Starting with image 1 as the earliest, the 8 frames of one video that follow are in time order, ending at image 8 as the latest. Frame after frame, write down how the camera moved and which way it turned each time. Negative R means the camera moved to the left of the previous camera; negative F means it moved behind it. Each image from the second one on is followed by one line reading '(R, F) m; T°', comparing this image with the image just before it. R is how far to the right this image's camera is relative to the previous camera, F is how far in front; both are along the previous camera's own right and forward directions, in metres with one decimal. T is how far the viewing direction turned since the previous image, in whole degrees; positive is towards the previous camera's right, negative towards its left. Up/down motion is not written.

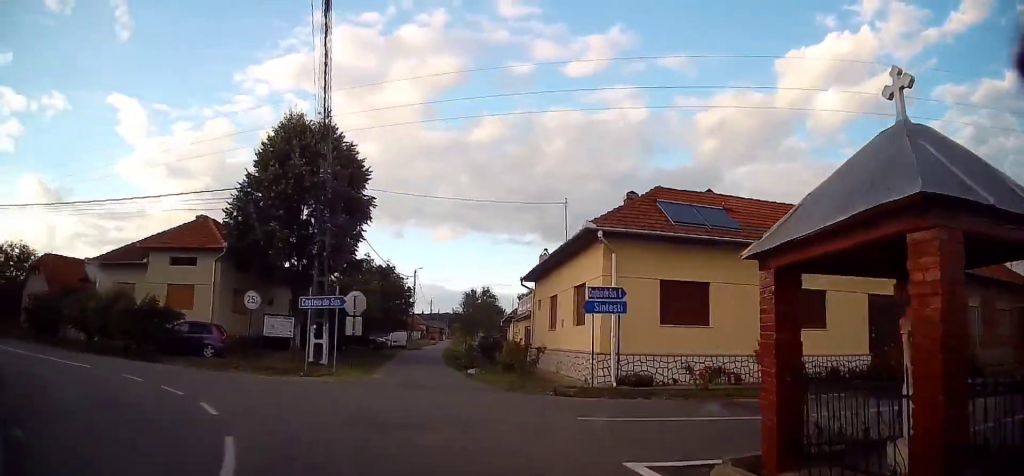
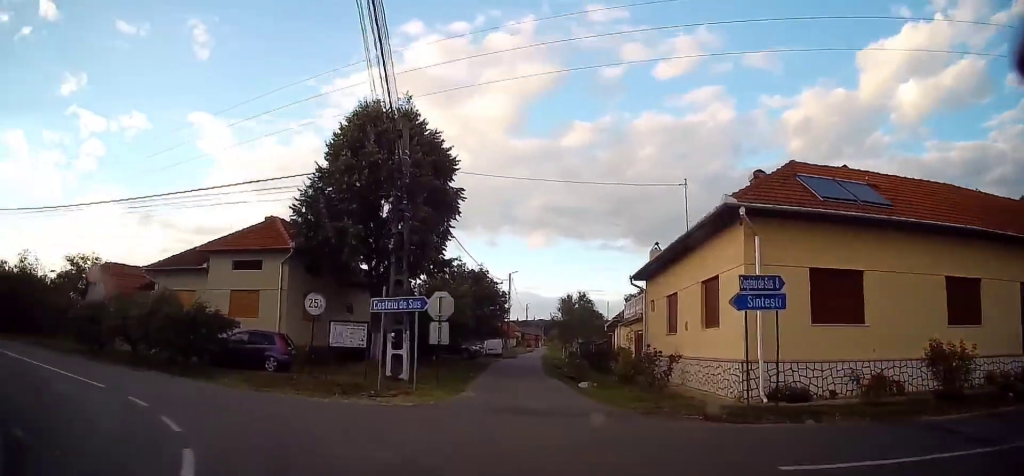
(-0.2, +3.7) m; -10°
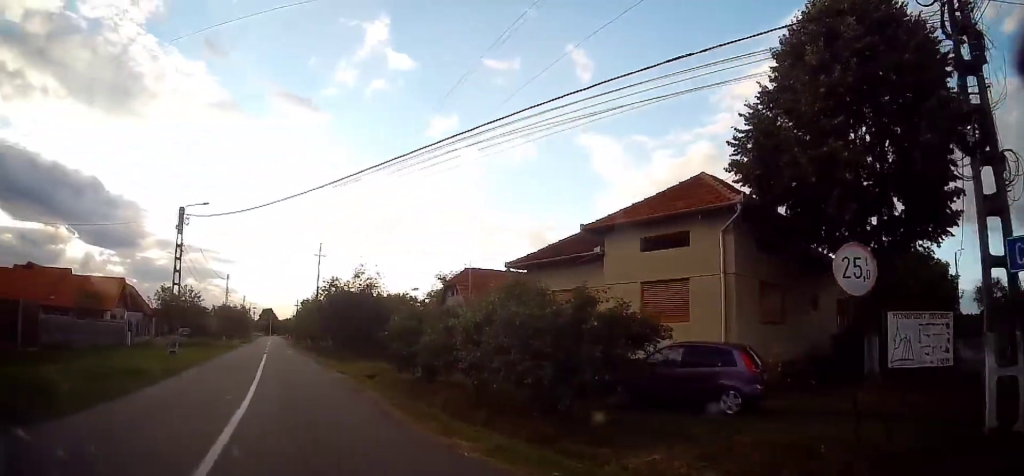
(-3.3, +8.6) m; -44°
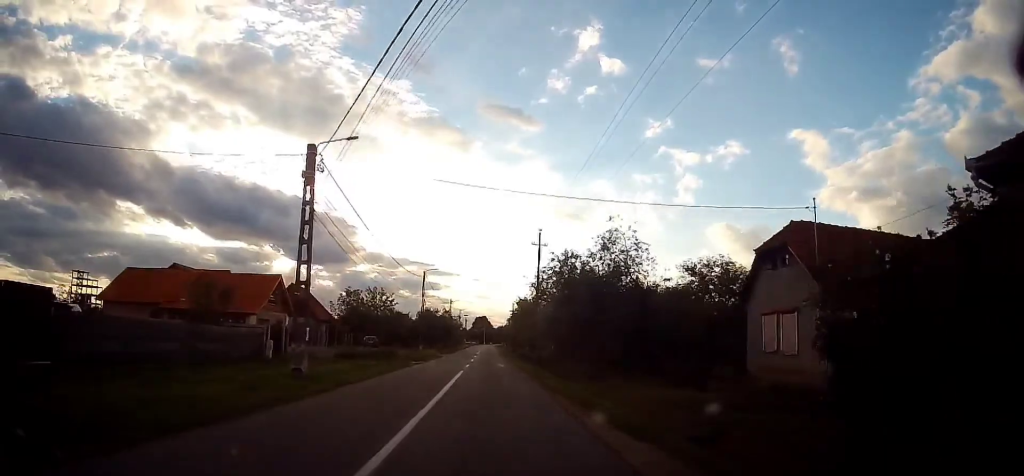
(-2.7, +11.7) m; -19°
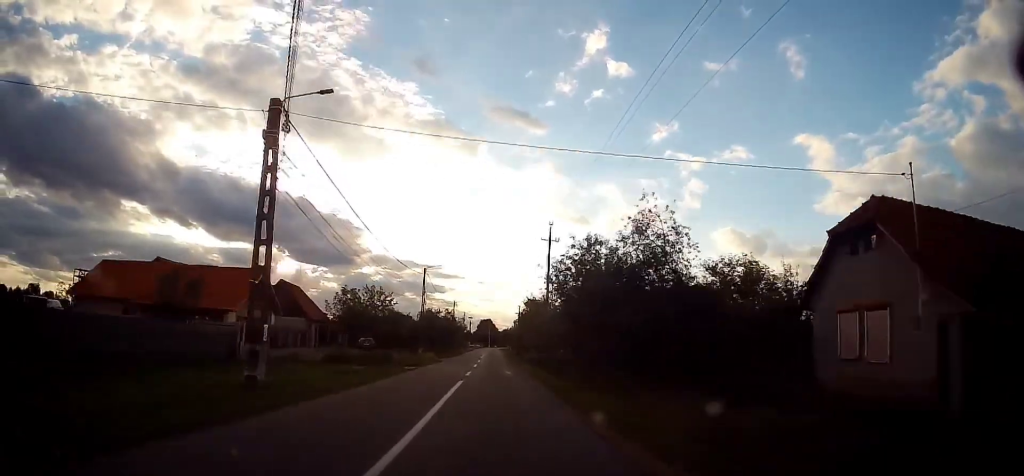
(-0.2, +3.7) m; -2°
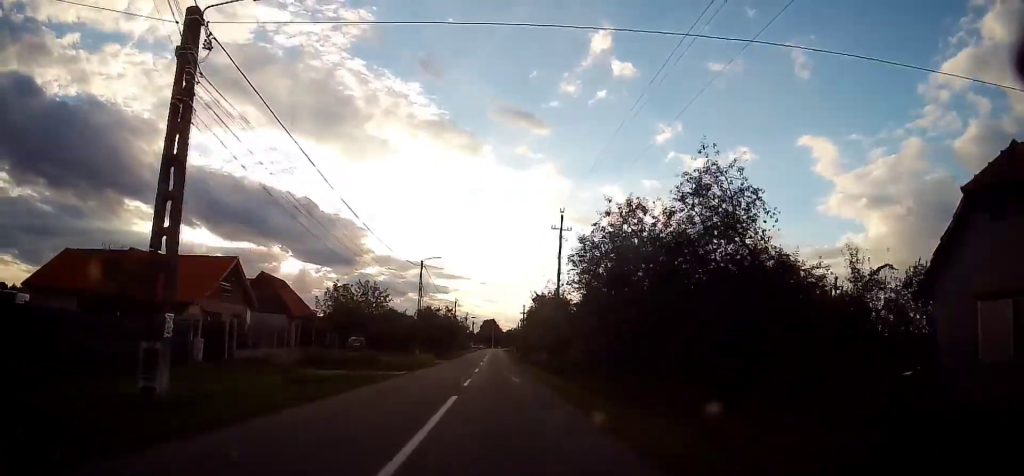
(-0.1, +4.7) m; -2°
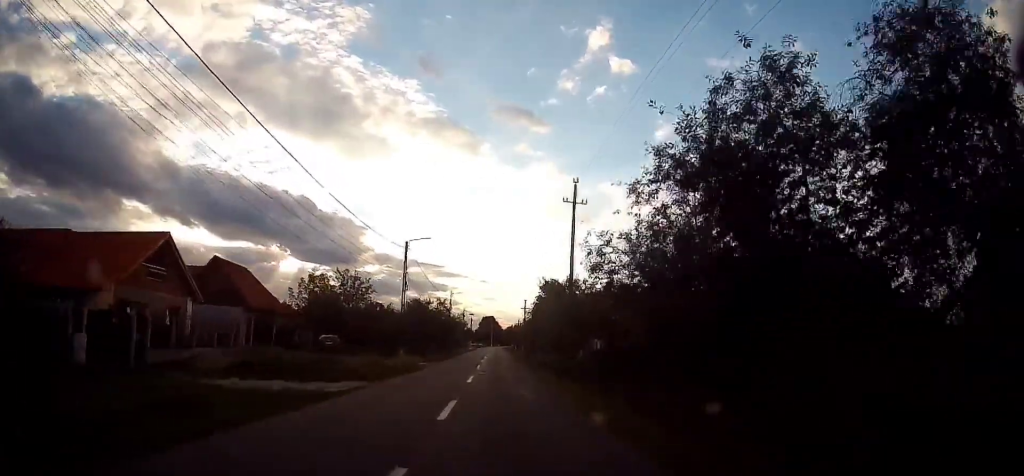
(0.0, +7.0) m; -1°
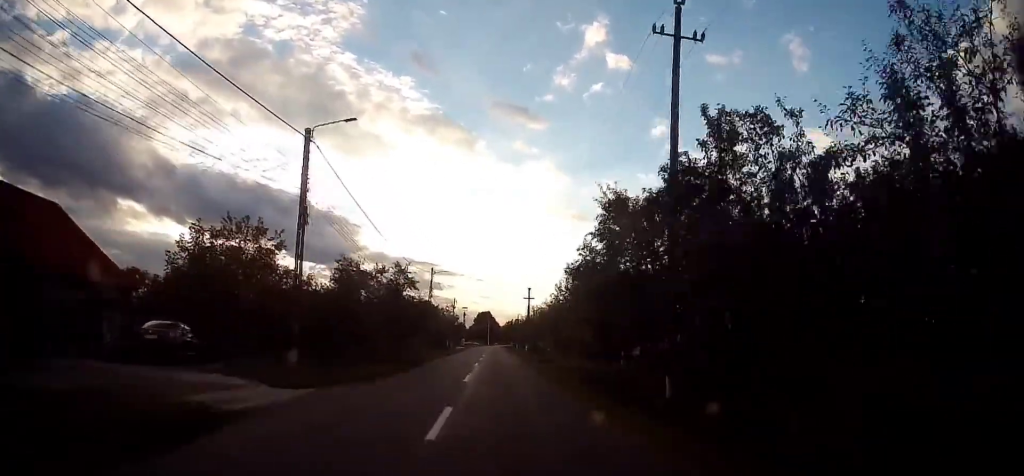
(-0.5, +19.0) m; 0°
